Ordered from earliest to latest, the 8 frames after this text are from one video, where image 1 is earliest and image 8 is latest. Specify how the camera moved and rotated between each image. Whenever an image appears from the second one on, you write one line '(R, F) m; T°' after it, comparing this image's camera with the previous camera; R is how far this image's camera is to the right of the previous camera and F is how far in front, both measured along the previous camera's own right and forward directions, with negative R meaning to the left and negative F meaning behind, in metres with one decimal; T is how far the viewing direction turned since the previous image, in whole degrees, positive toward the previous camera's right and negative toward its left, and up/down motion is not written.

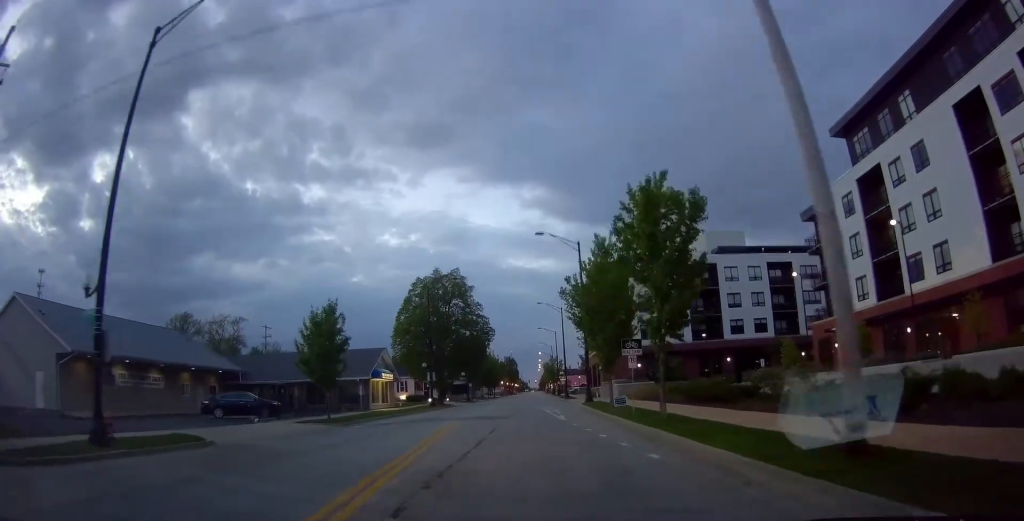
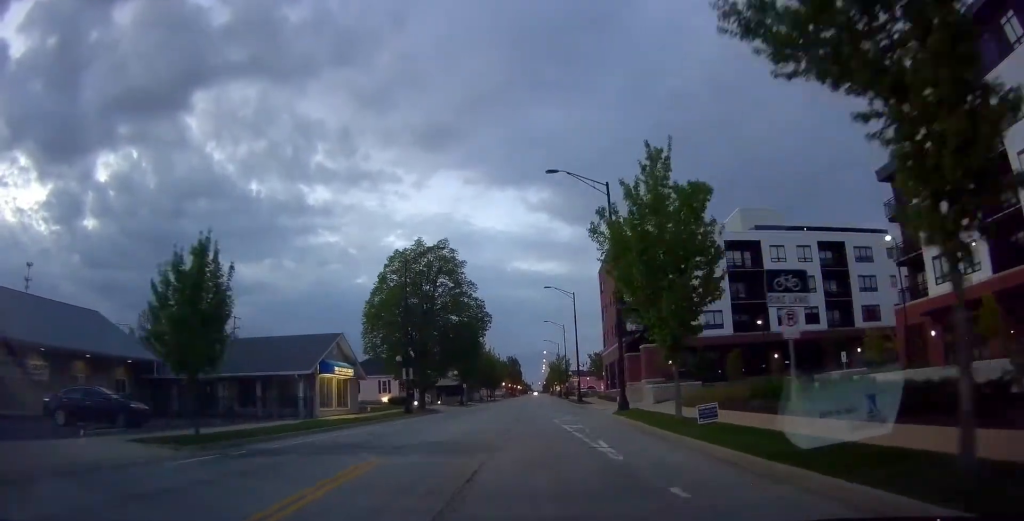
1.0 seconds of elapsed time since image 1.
(0.0, +13.2) m; -2°
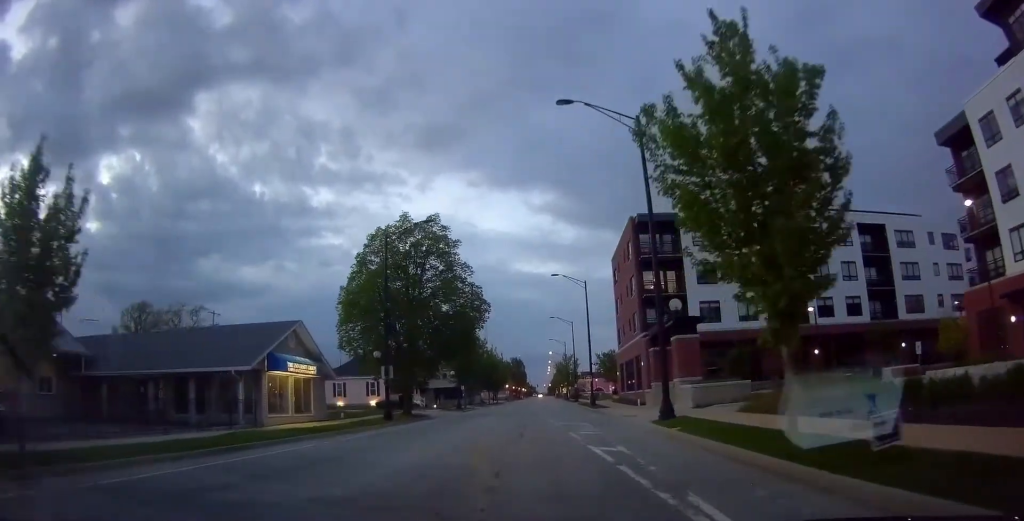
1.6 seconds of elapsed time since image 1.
(0.0, +8.2) m; -2°
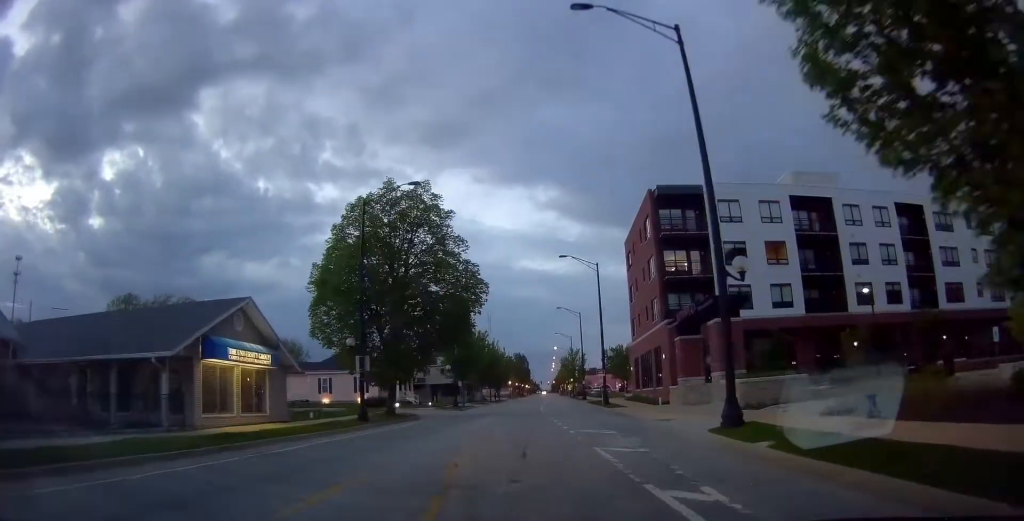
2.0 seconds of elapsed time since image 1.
(-0.4, +6.0) m; 0°
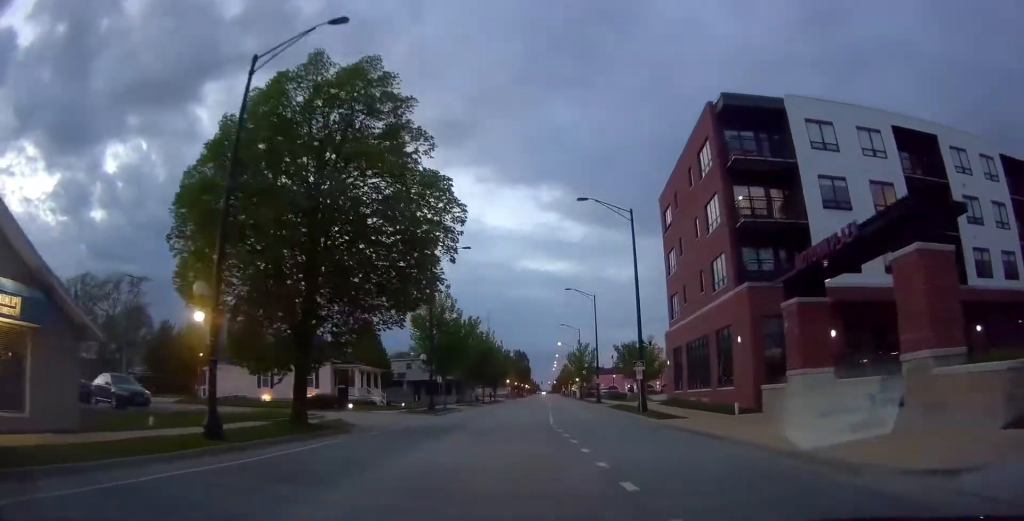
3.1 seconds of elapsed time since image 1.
(+0.2, +15.6) m; +1°
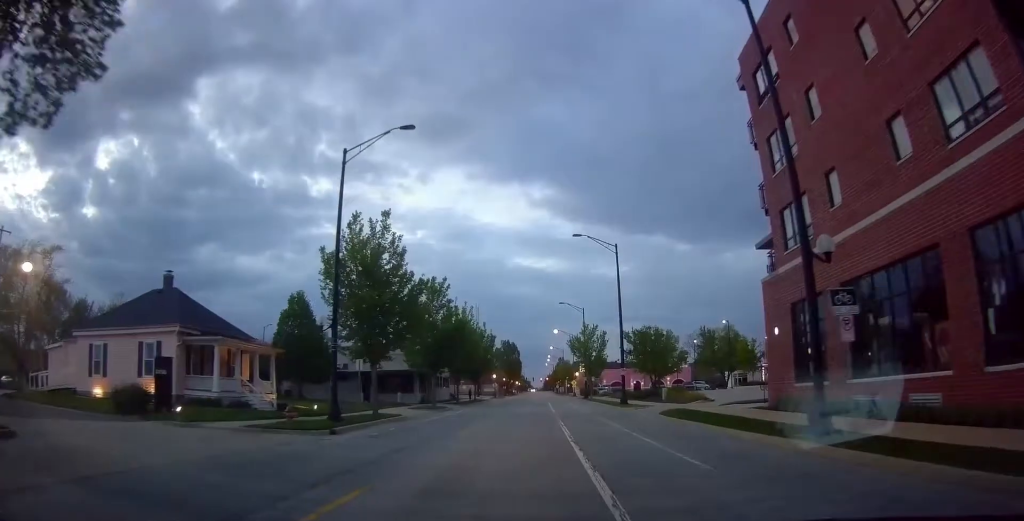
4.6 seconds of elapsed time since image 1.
(0.0, +21.7) m; +1°
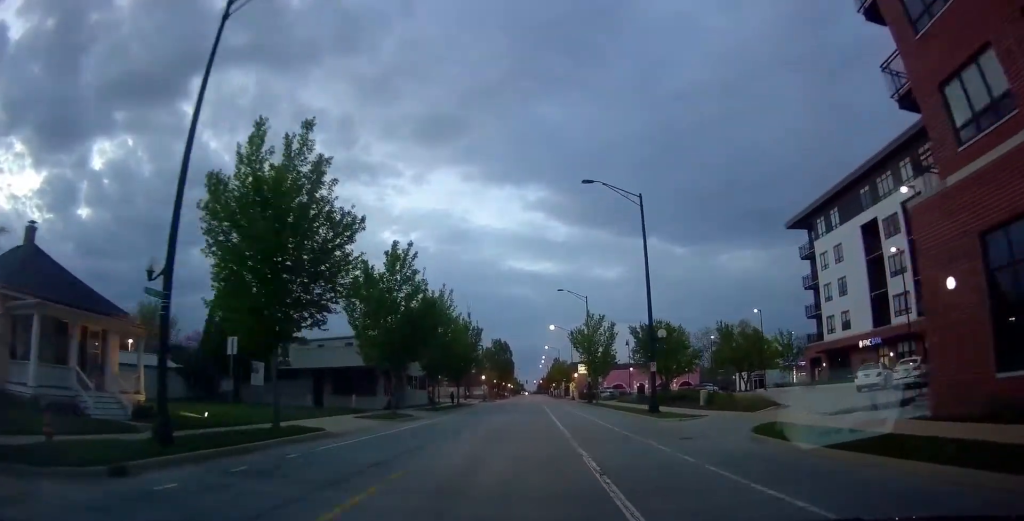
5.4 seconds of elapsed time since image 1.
(+0.3, +12.3) m; +1°
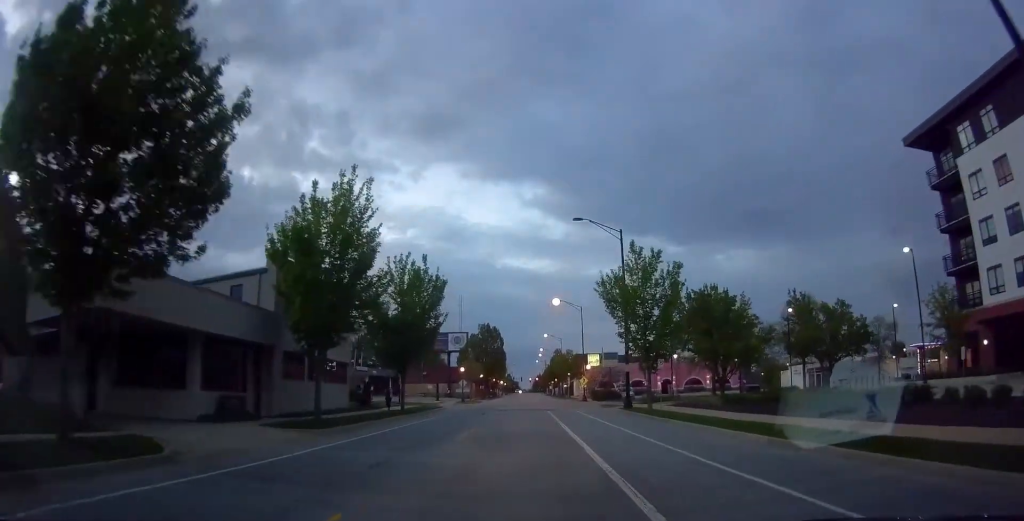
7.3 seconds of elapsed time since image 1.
(+0.1, +26.9) m; 0°
